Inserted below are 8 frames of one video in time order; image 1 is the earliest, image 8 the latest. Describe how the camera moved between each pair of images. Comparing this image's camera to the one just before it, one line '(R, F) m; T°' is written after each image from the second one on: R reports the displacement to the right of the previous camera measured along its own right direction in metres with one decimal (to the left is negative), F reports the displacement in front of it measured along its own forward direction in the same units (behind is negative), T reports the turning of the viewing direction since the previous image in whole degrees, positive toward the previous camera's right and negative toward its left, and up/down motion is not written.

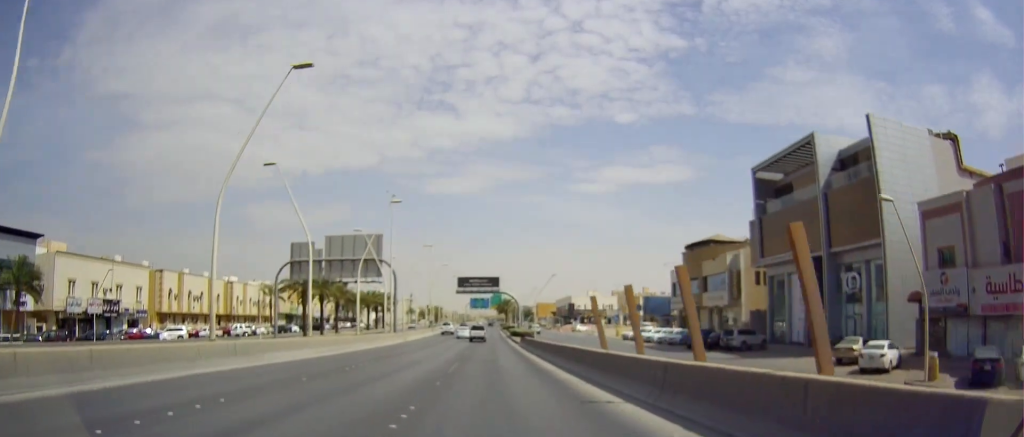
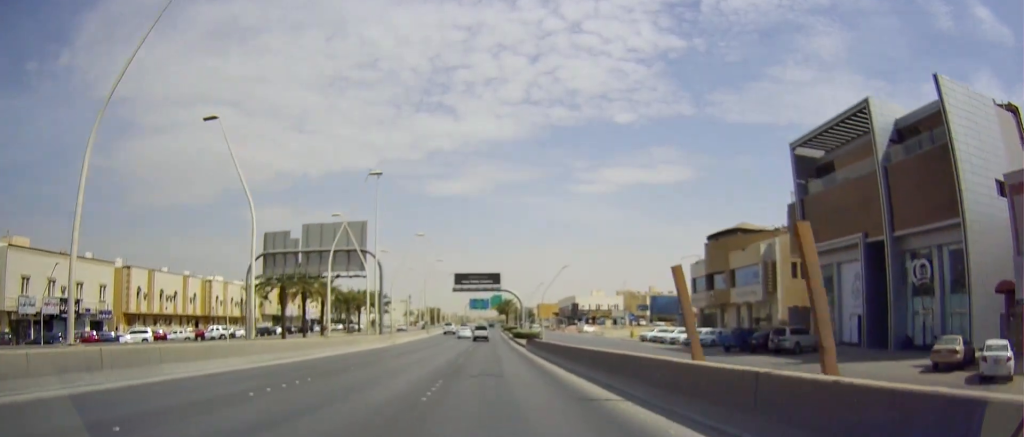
(+0.1, +8.6) m; +1°
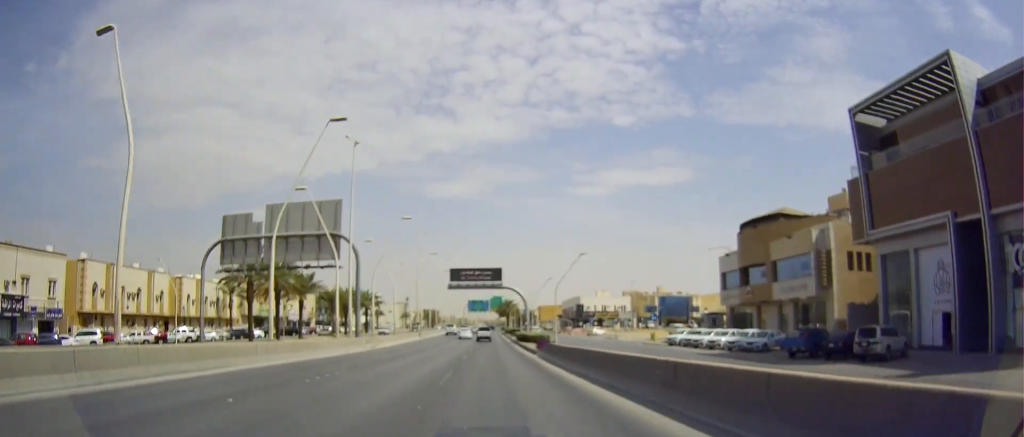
(+0.1, +10.2) m; 0°
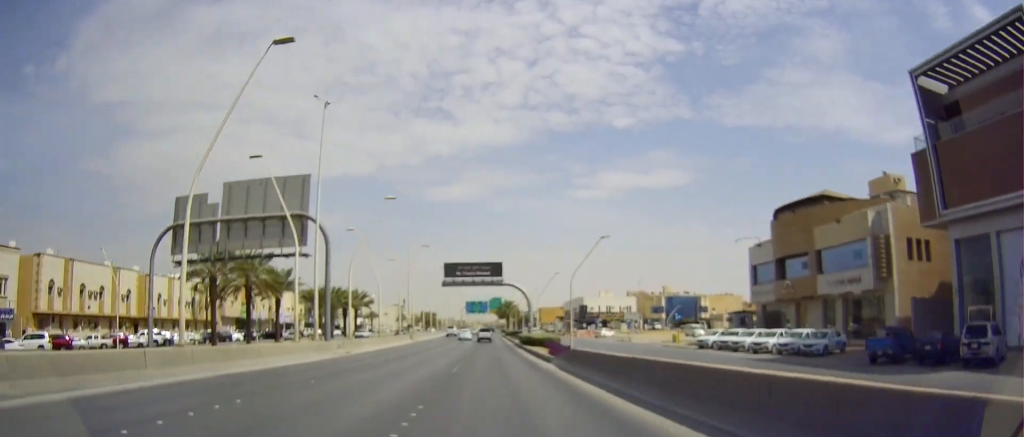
(+0.1, +8.5) m; 0°
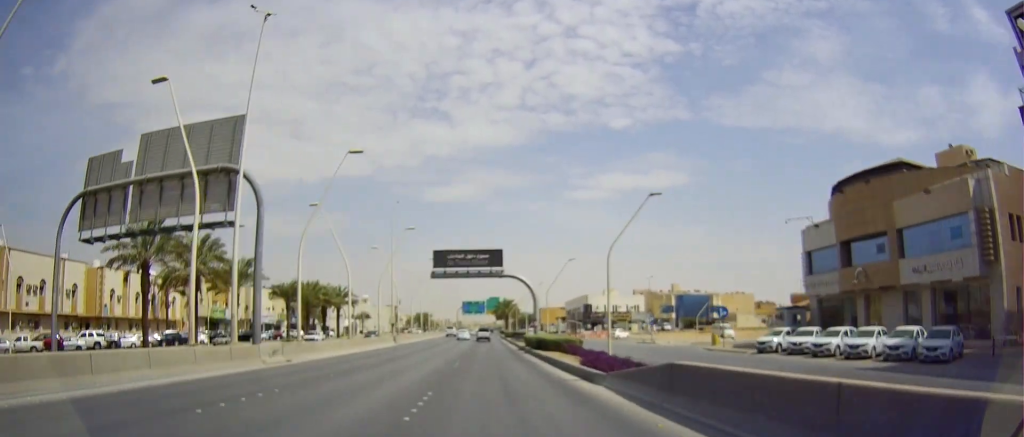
(-0.1, +11.5) m; 0°
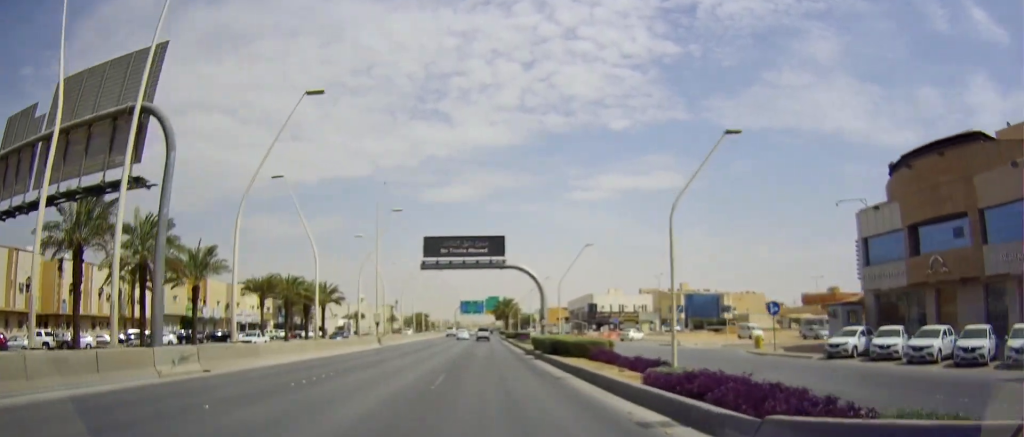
(-0.1, +8.6) m; 0°
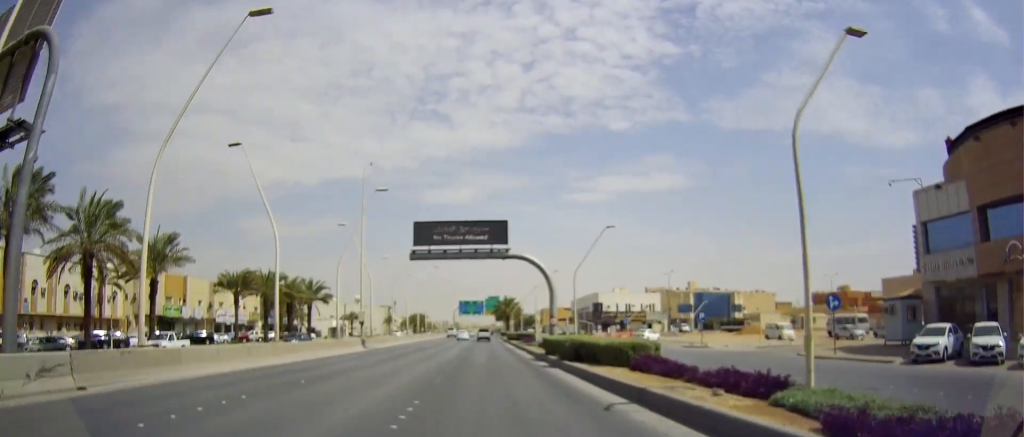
(+0.1, +7.2) m; 0°
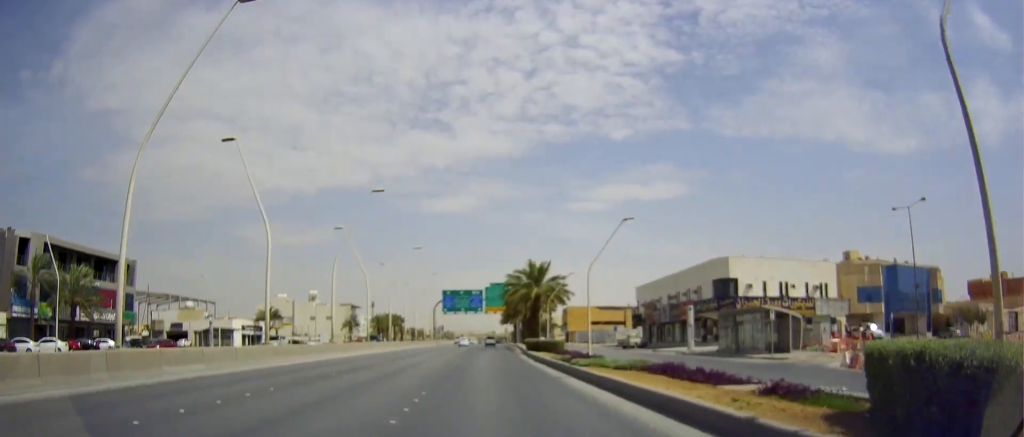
(-0.8, +77.9) m; 0°
